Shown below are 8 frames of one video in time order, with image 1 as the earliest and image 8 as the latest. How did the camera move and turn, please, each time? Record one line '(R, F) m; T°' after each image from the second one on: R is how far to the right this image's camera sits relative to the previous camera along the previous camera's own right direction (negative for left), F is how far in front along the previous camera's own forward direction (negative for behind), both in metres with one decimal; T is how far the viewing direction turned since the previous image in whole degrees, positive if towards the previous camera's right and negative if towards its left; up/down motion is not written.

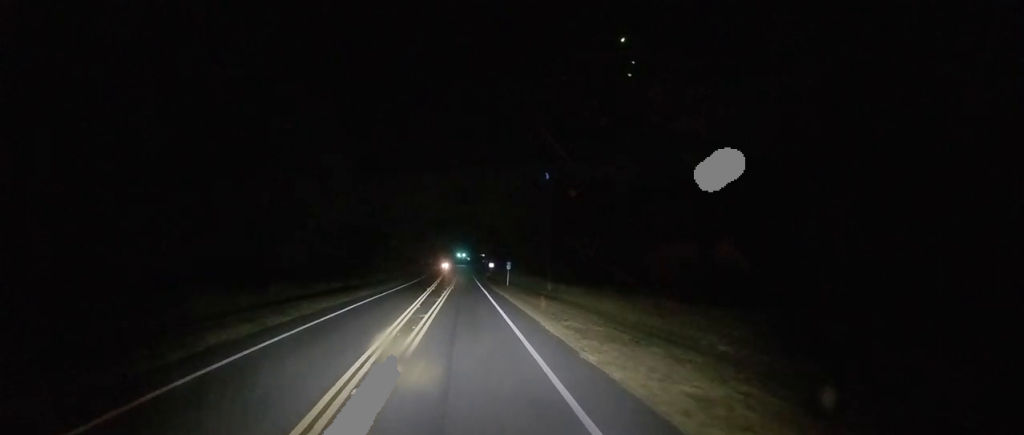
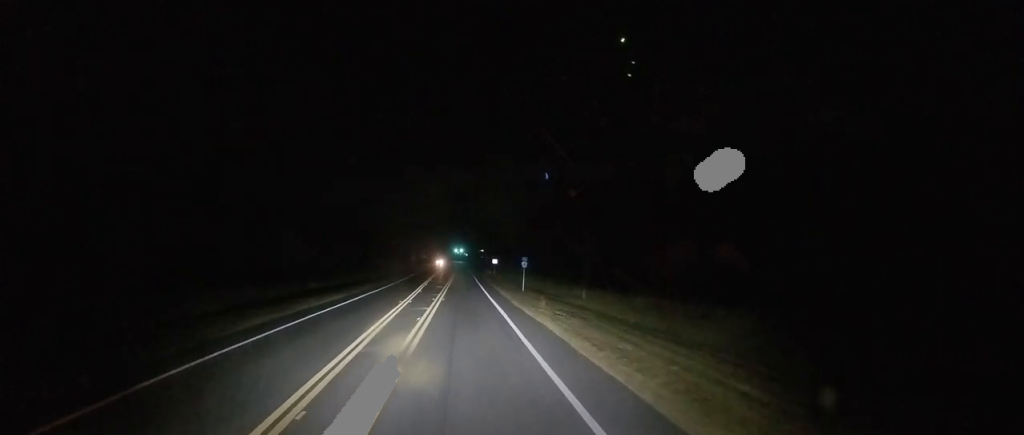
(0.0, +22.5) m; 0°
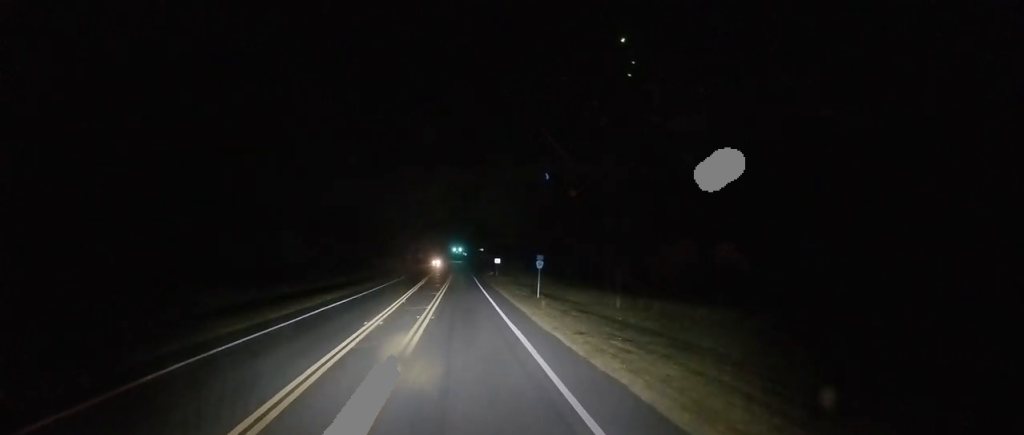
(+0.1, +11.7) m; 0°
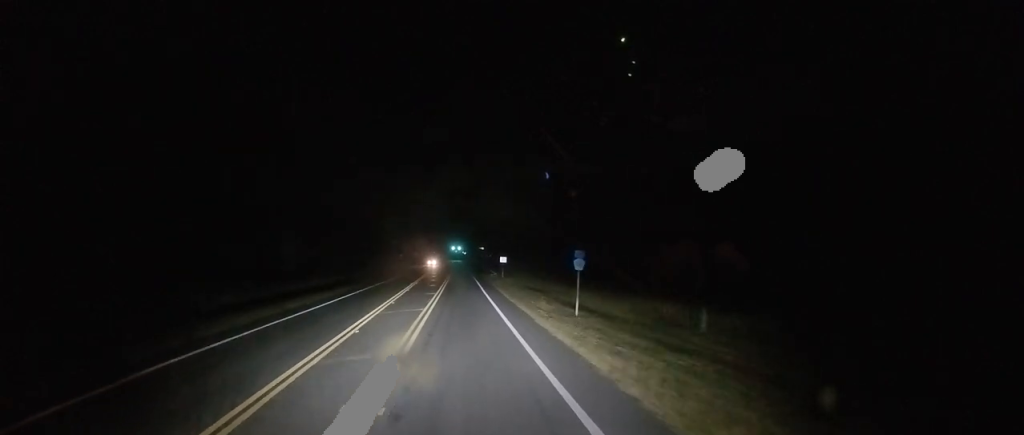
(-0.1, +15.1) m; 0°
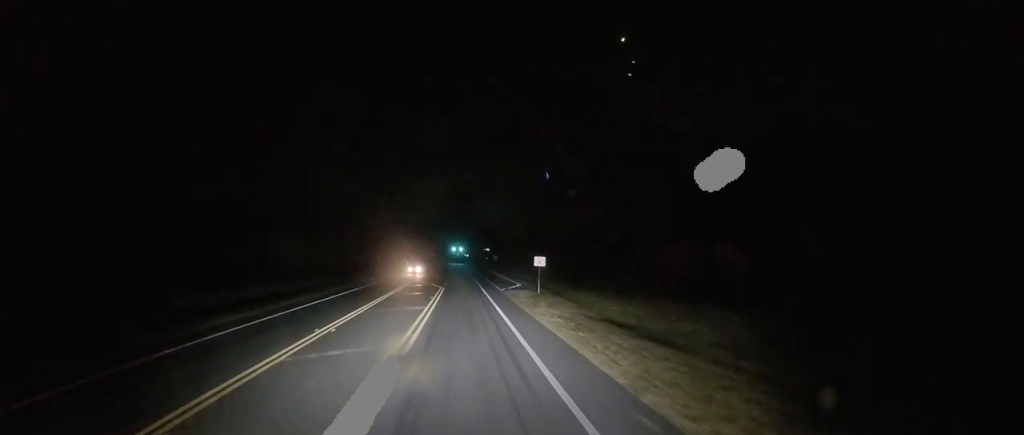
(+0.9, +37.0) m; +1°
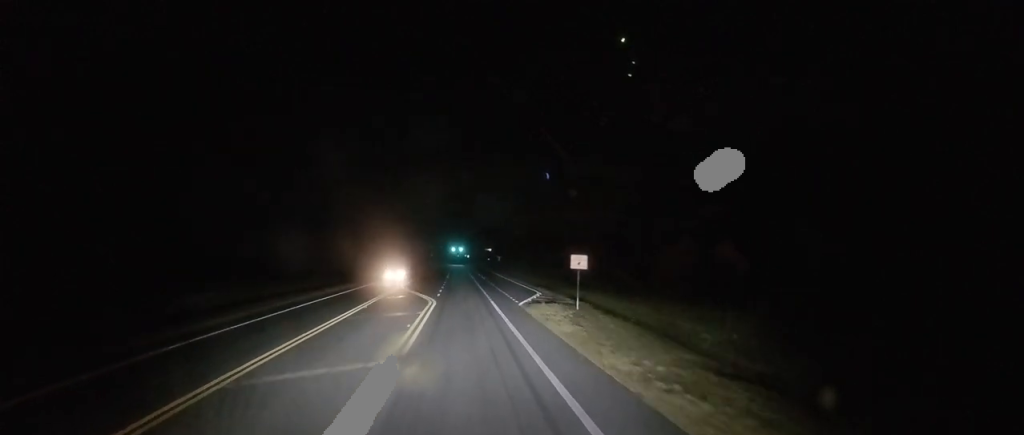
(-0.3, +15.1) m; 0°
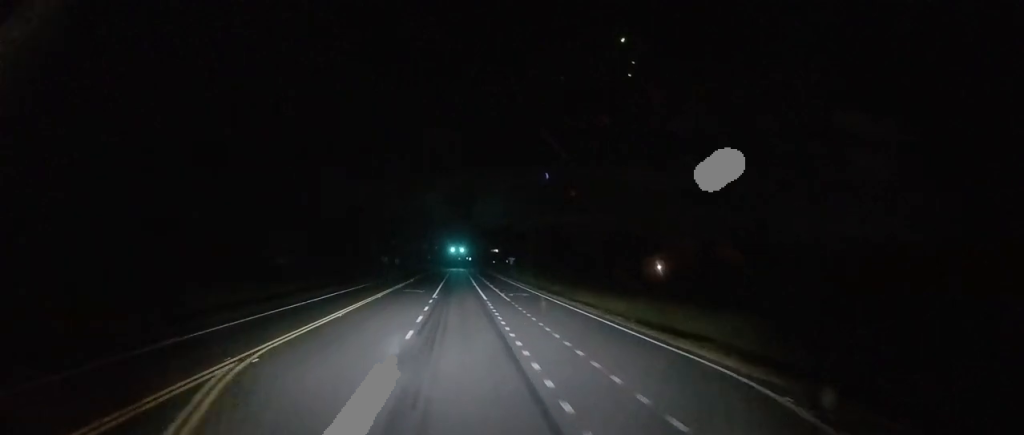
(-0.1, +35.0) m; 0°
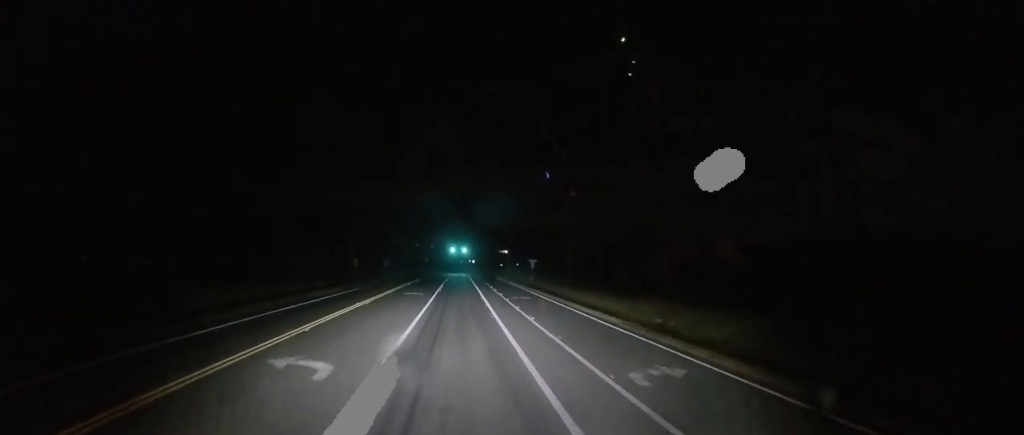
(-0.3, +29.8) m; -2°
